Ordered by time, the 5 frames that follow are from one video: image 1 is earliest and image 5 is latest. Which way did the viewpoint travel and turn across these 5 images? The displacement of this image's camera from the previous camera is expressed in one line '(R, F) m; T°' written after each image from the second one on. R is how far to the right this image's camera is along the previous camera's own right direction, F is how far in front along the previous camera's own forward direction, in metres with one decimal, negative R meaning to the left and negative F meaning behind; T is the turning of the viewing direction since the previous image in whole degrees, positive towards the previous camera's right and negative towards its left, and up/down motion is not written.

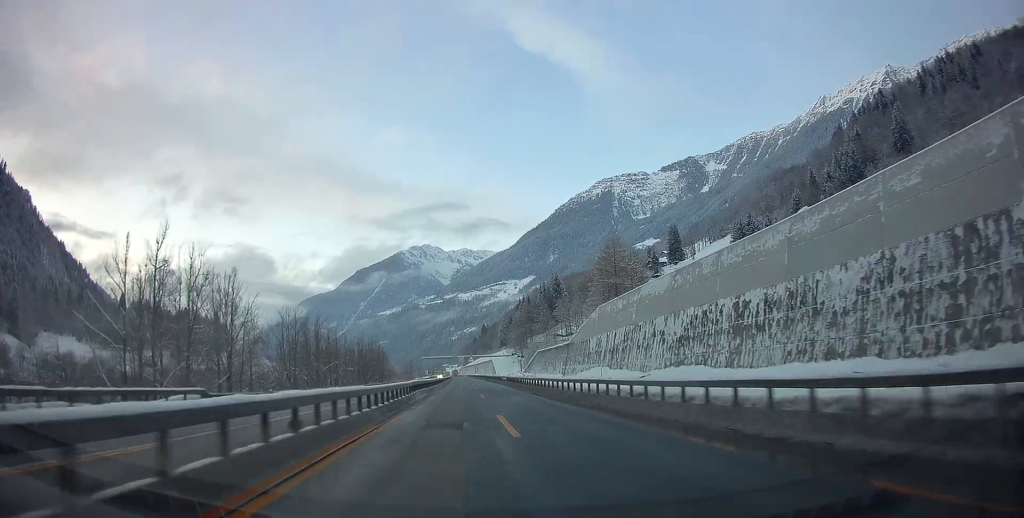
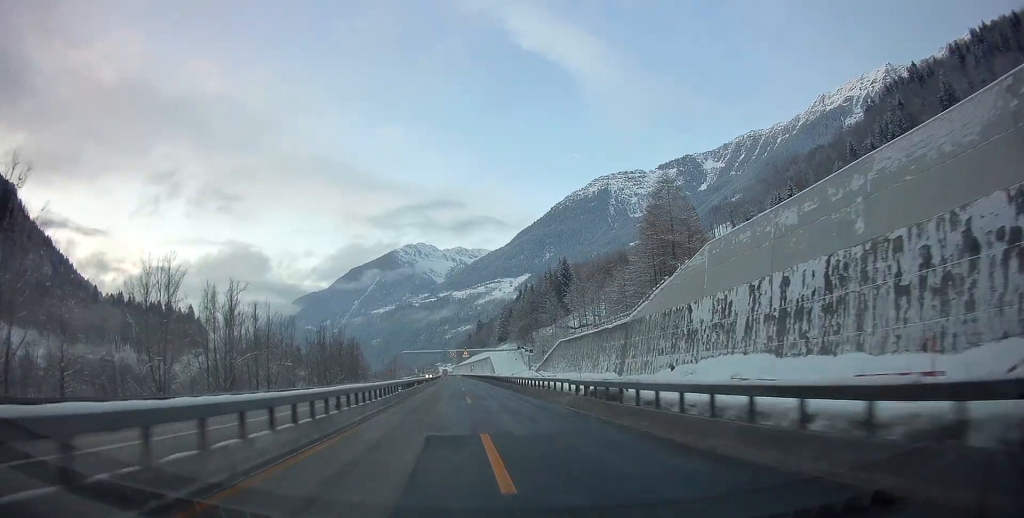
(+0.2, +41.4) m; +1°
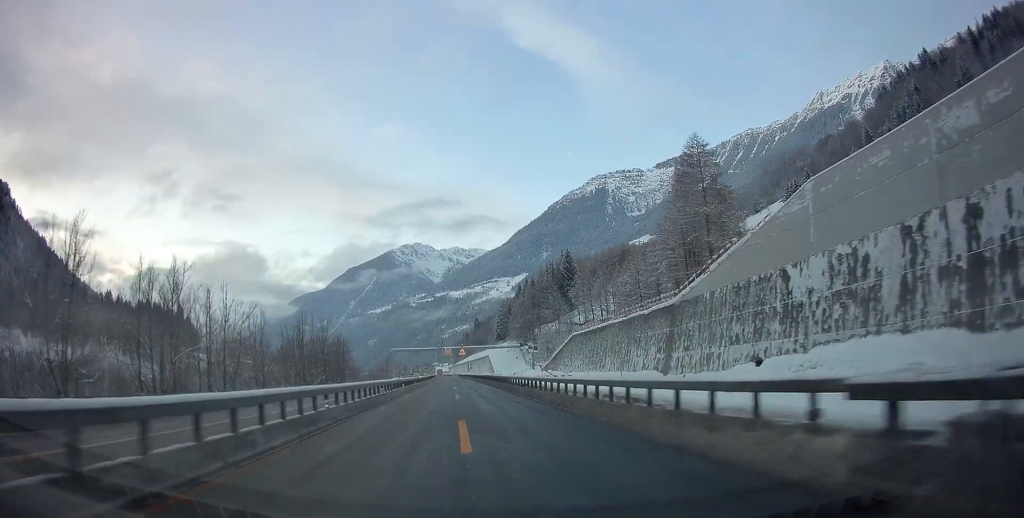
(+0.2, +15.8) m; 0°
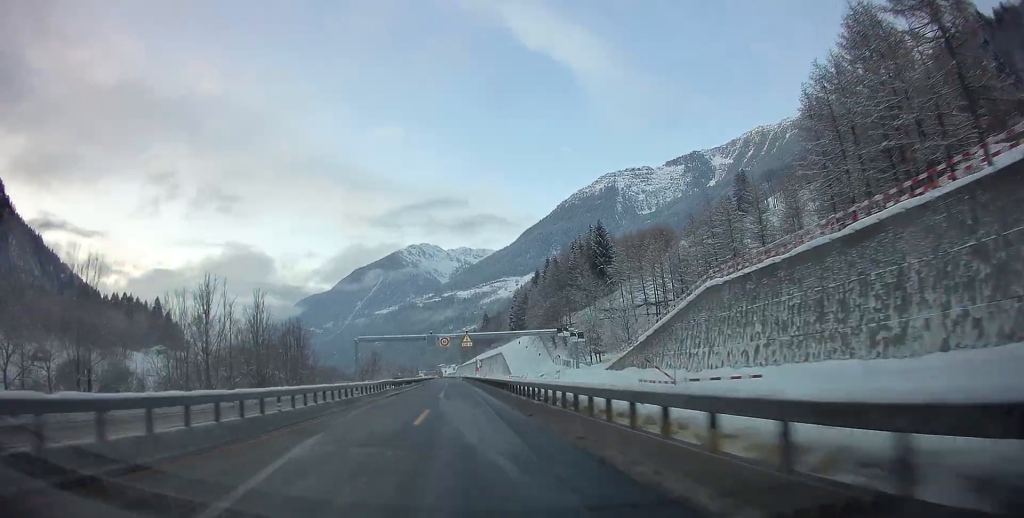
(-0.7, +48.6) m; -1°
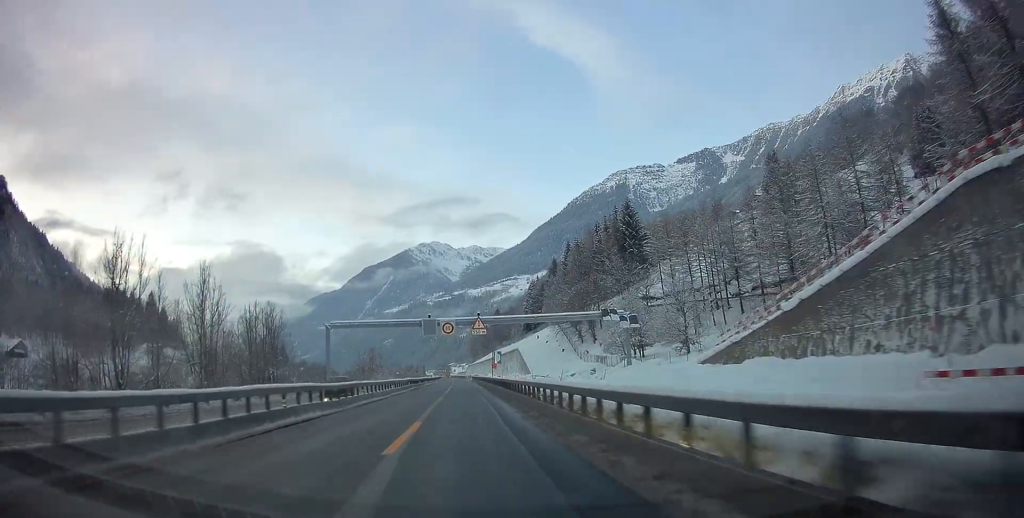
(0.0, +23.6) m; 0°
